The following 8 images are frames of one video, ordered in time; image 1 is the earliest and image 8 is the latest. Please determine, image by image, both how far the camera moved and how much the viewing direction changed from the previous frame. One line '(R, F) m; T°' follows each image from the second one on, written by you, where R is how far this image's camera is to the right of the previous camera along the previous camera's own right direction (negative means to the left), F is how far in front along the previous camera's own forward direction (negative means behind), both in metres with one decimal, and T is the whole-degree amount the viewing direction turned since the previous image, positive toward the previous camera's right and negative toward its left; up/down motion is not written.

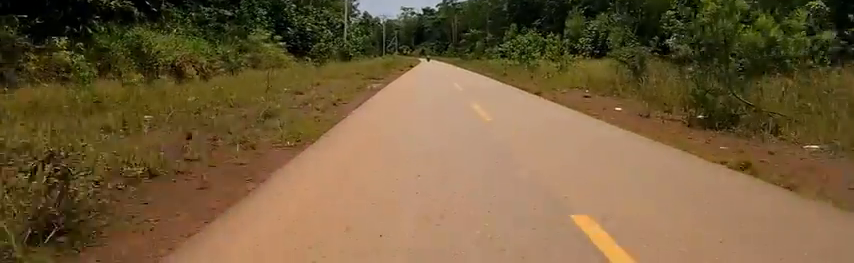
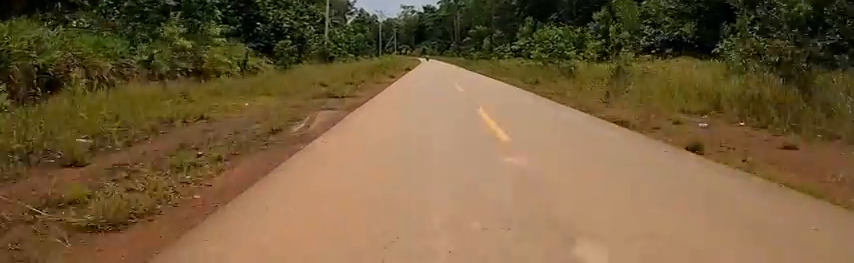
(0.0, +9.4) m; 0°
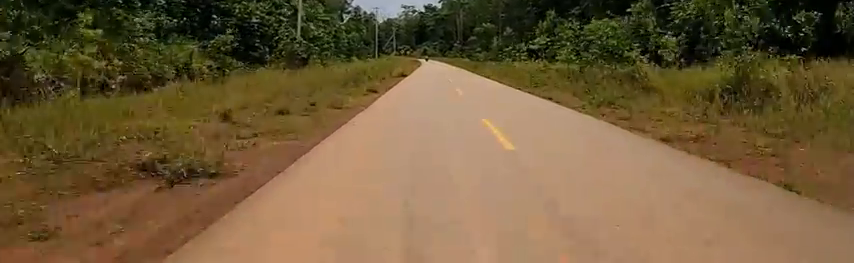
(0.0, +9.0) m; 0°
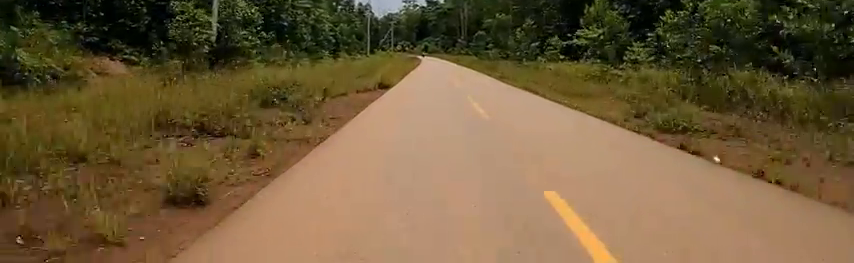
(0.0, +12.6) m; +1°
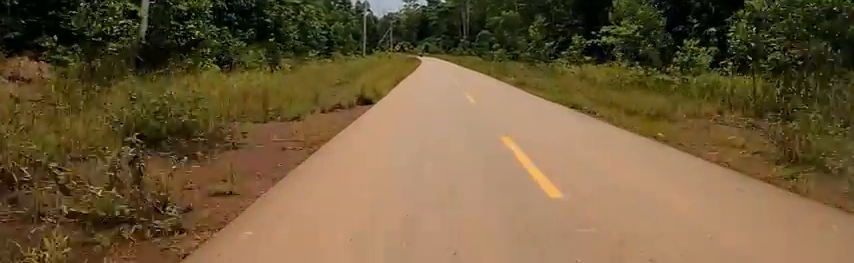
(0.0, +5.4) m; +1°
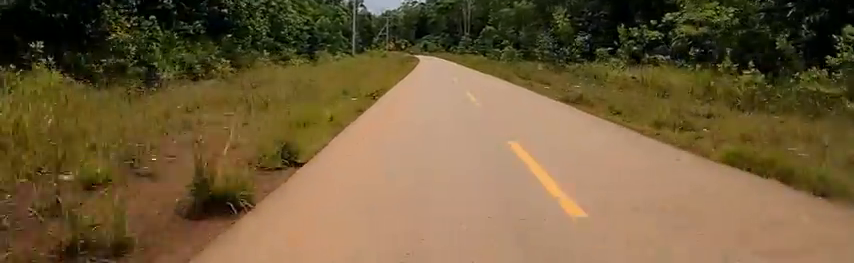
(+0.2, +8.1) m; +1°
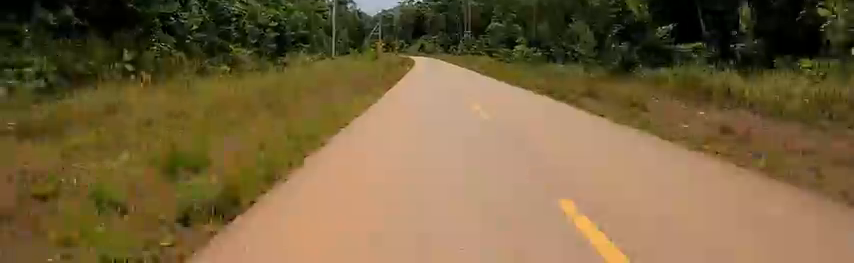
(+0.1, +10.8) m; 0°
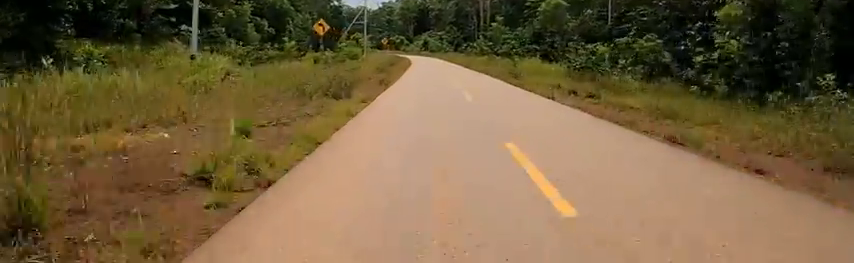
(0.0, +29.7) m; 0°
